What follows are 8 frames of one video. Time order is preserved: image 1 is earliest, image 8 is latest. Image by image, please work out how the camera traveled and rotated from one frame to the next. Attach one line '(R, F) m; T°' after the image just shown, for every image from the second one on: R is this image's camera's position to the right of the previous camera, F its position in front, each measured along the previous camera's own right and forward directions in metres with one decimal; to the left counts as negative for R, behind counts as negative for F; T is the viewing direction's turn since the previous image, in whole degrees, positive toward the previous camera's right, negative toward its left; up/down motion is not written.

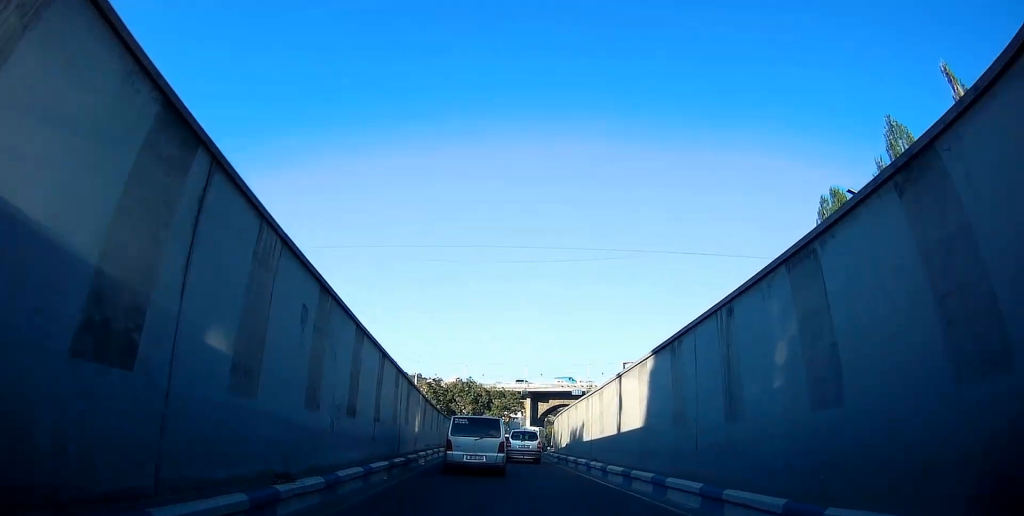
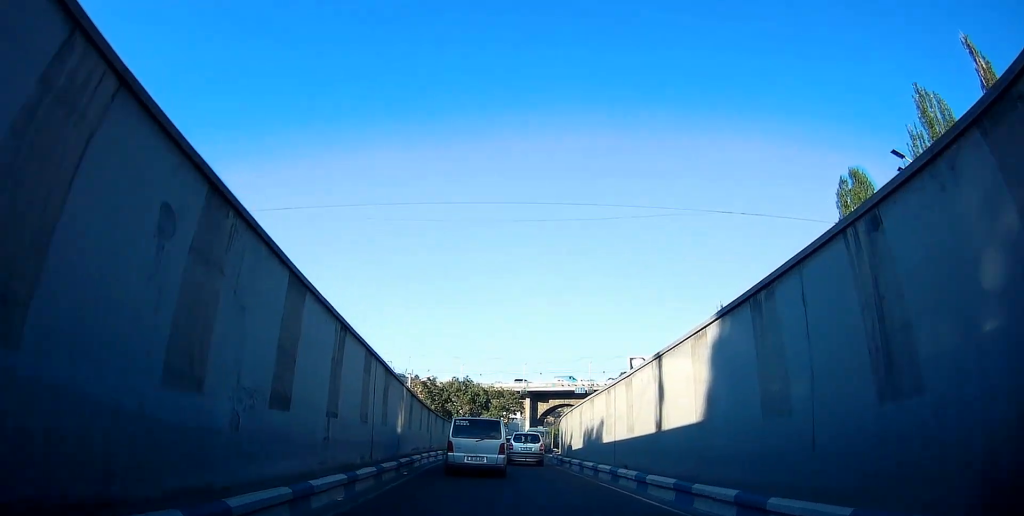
(0.0, +4.4) m; -2°
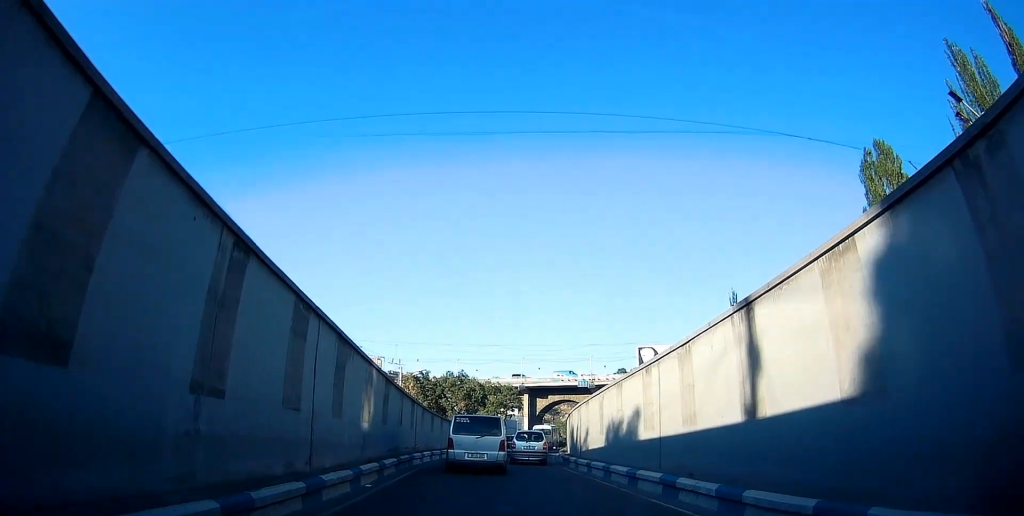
(-0.1, +5.2) m; -2°
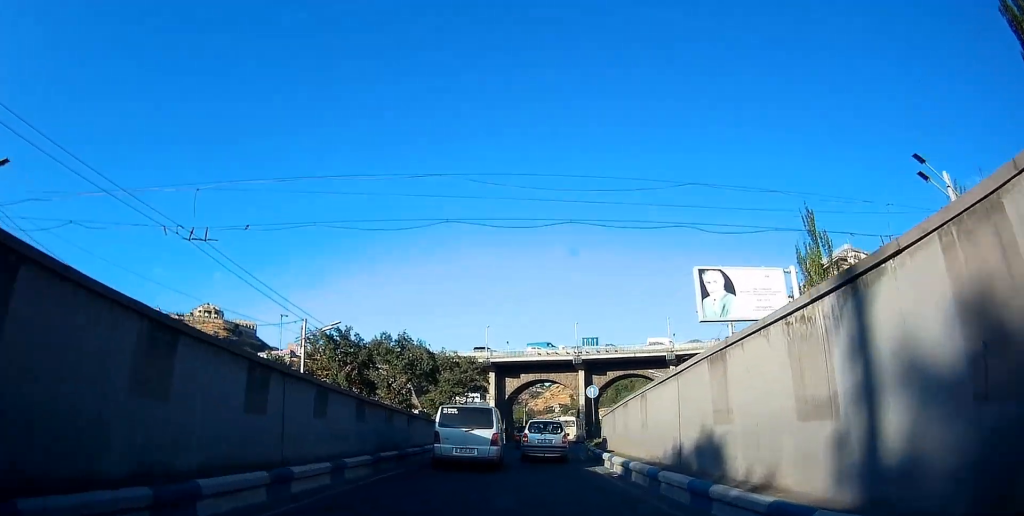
(+0.4, +26.7) m; +5°
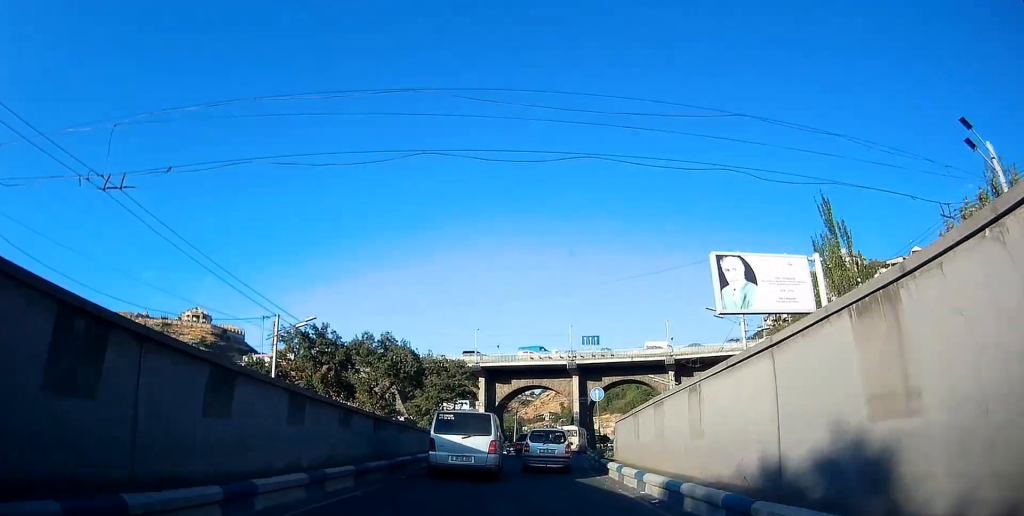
(+0.1, +4.5) m; +1°
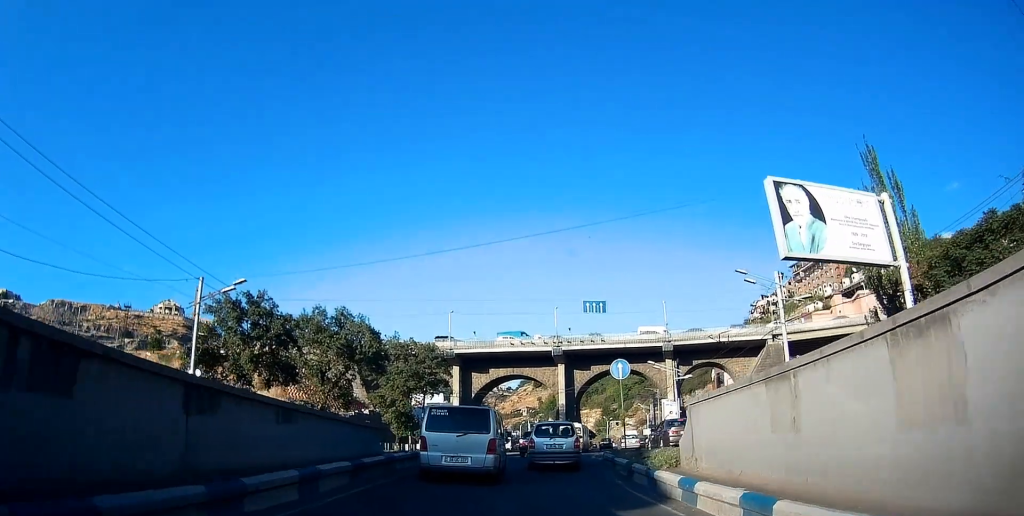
(-0.2, +10.0) m; -1°
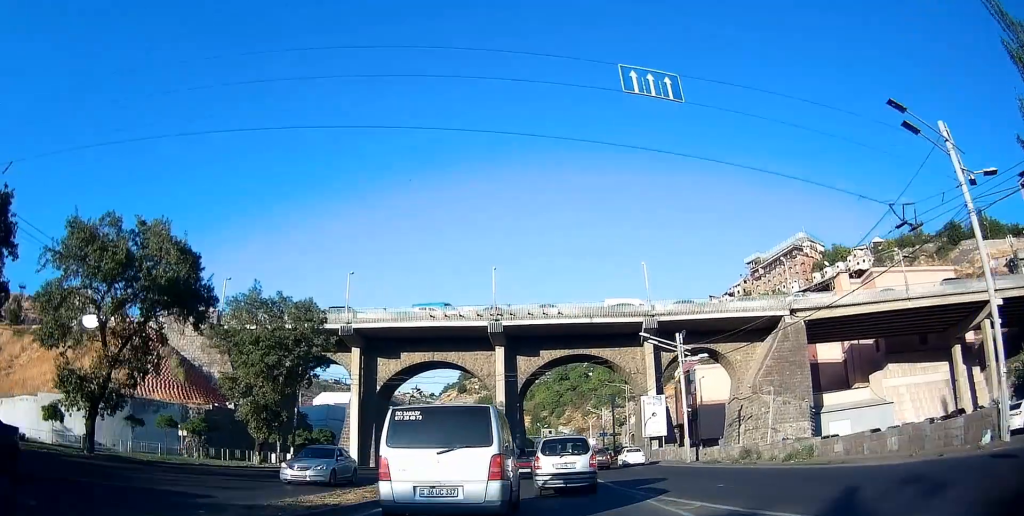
(+2.3, +22.9) m; +14°
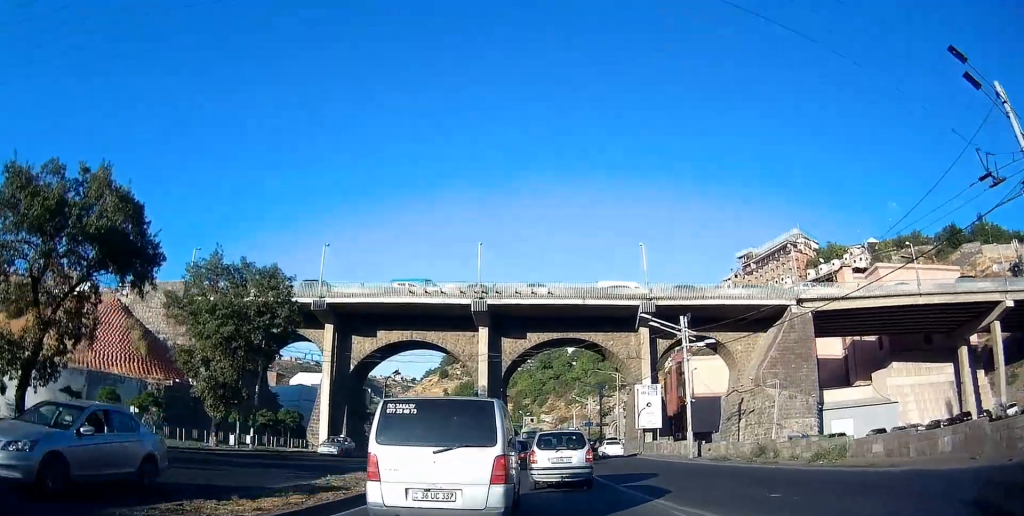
(+0.2, +4.6) m; +1°
